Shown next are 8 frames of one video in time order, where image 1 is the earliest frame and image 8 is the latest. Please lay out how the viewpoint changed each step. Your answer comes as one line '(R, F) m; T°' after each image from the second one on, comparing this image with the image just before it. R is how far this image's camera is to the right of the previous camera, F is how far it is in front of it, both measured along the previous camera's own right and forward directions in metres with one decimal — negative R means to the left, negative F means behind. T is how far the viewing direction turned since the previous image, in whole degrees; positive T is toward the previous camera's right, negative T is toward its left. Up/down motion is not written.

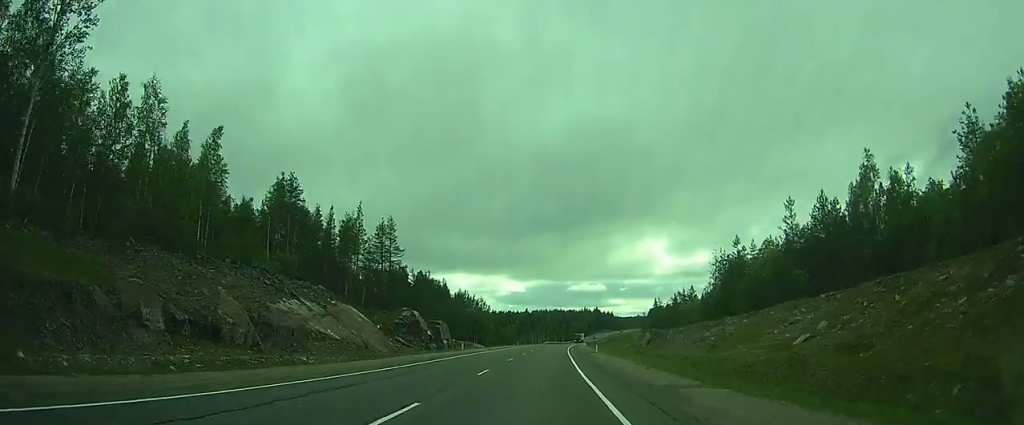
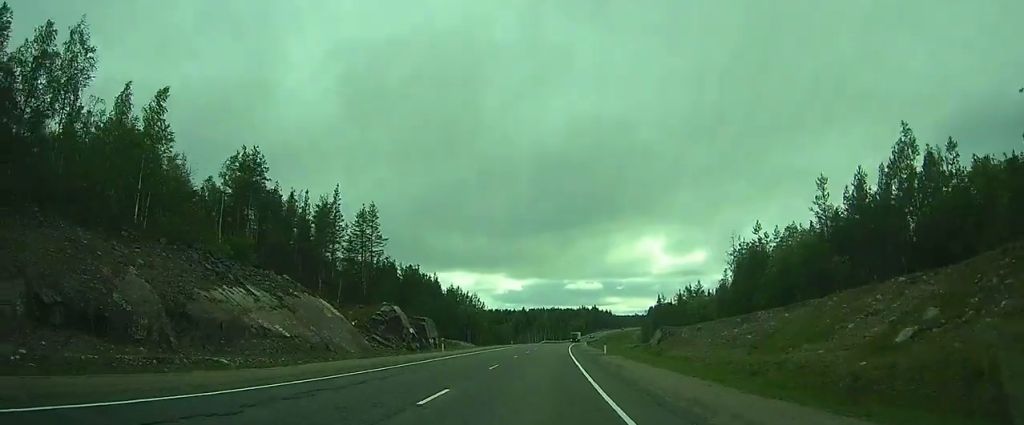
(0.0, +8.9) m; 0°
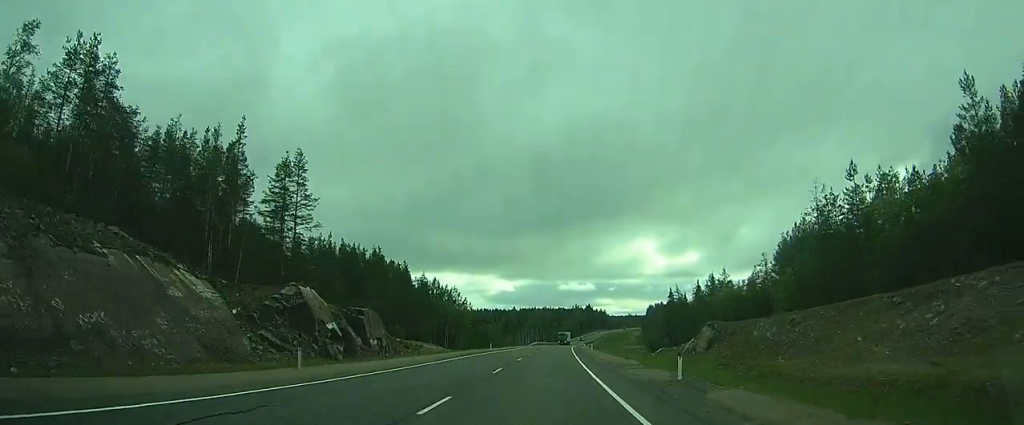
(+0.2, +24.3) m; +1°
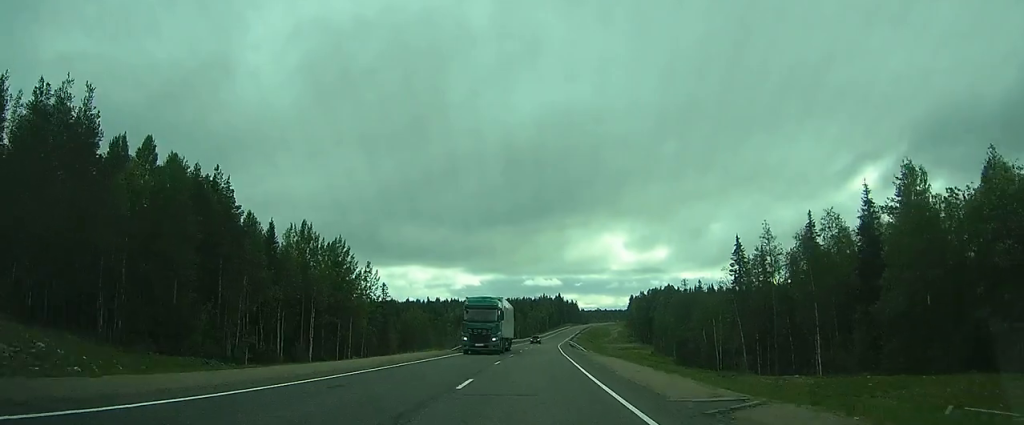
(+1.5, +64.7) m; +3°
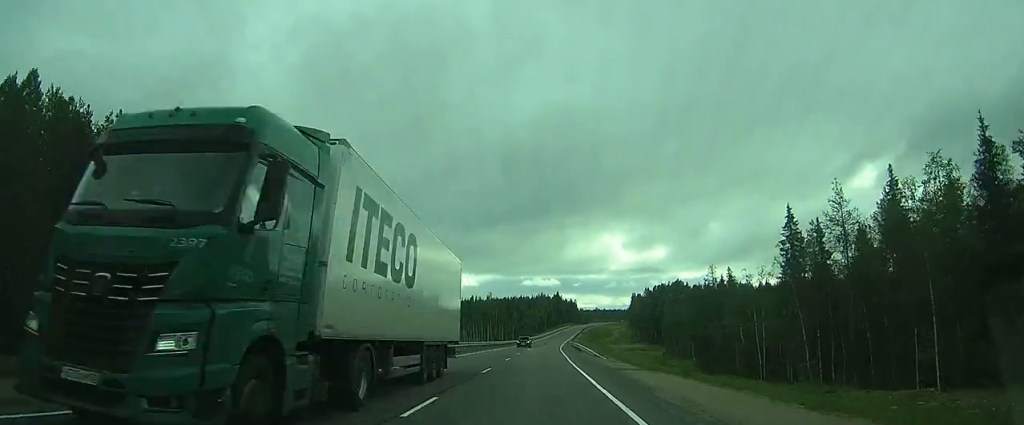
(0.0, +16.2) m; +1°
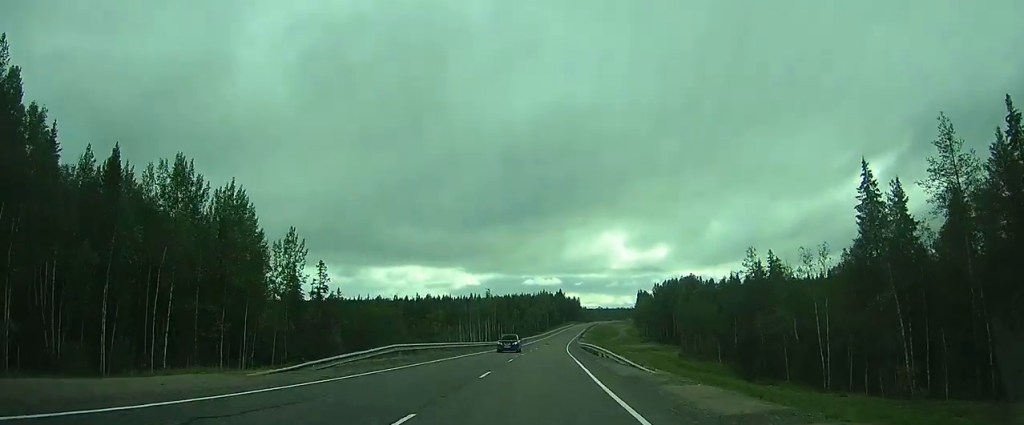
(+0.4, +14.1) m; 0°
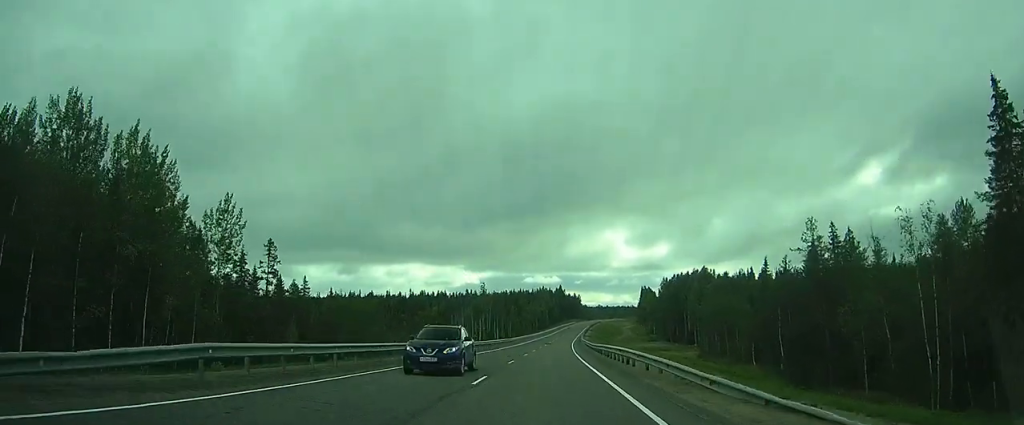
(0.0, +15.0) m; 0°
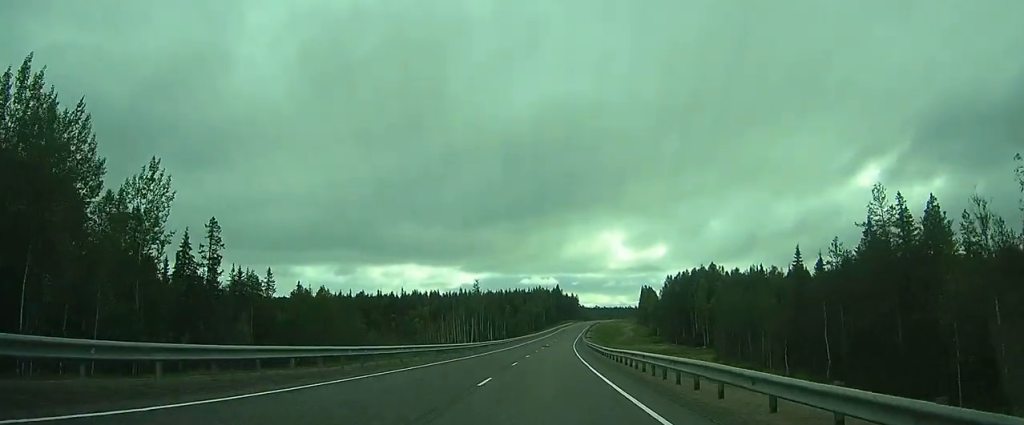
(-0.1, +11.3) m; -1°
